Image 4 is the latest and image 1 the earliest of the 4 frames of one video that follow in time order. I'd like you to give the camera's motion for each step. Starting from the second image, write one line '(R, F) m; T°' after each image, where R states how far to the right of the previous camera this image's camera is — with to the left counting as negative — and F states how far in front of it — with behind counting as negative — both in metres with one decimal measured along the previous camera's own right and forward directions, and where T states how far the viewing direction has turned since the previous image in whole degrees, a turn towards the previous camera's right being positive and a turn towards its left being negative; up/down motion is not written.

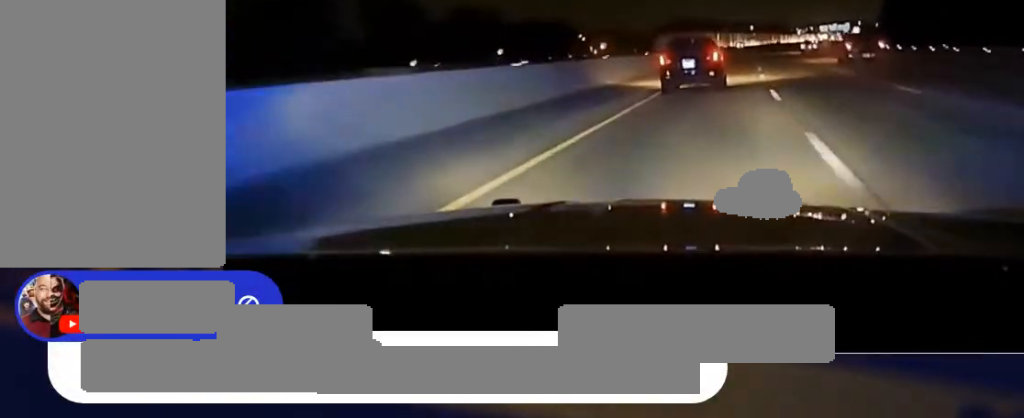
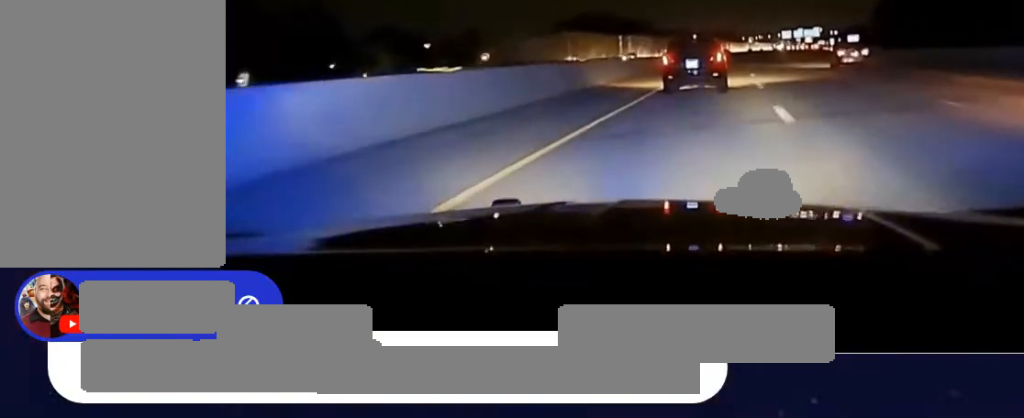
(+3.2, +93.1) m; +4°
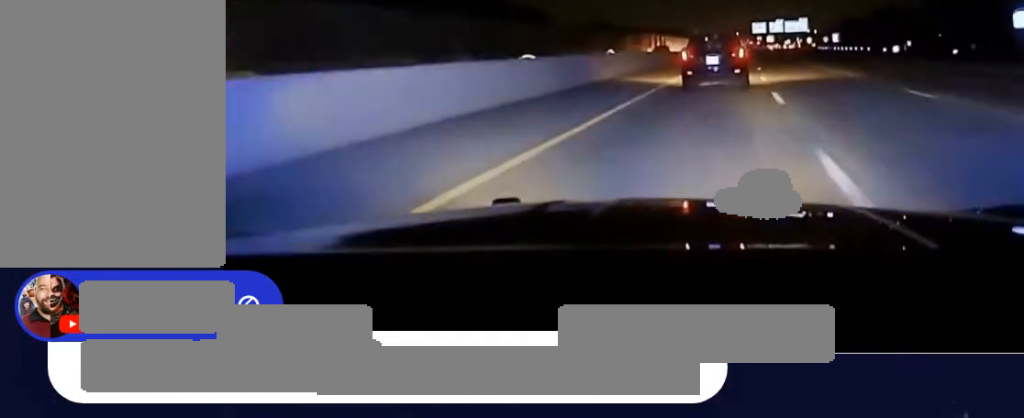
(+1.3, +93.1) m; +2°
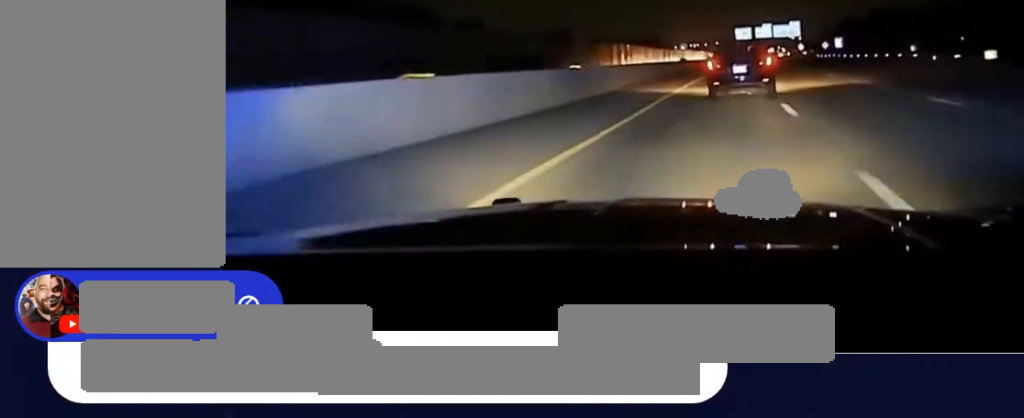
(+0.6, +38.8) m; +1°
